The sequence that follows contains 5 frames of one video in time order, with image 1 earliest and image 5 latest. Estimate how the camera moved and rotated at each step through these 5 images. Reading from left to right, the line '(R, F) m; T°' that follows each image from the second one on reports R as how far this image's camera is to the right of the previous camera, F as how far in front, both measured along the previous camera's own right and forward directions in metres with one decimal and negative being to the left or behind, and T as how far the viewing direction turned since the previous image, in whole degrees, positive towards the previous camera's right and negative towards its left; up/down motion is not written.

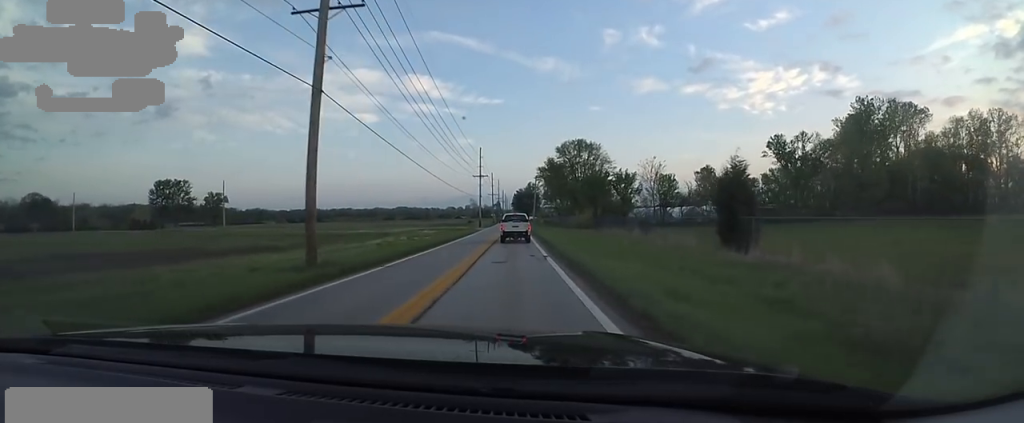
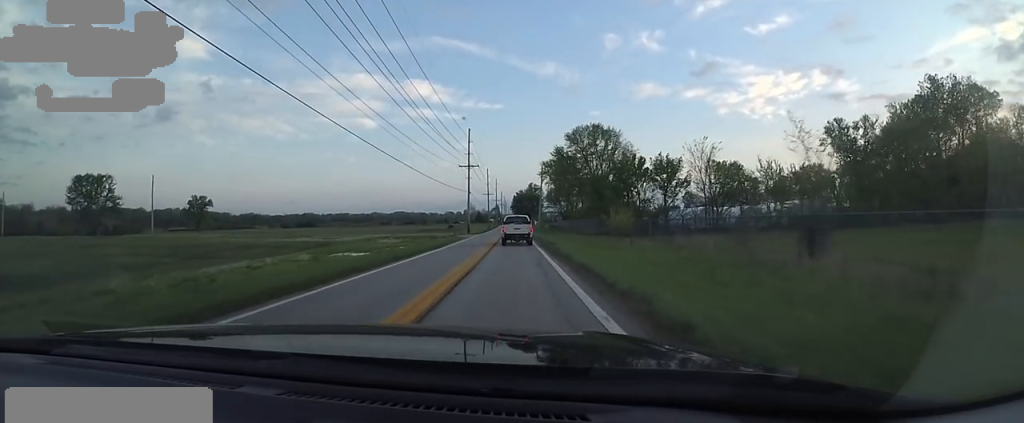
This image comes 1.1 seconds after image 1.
(+0.1, +21.9) m; -1°
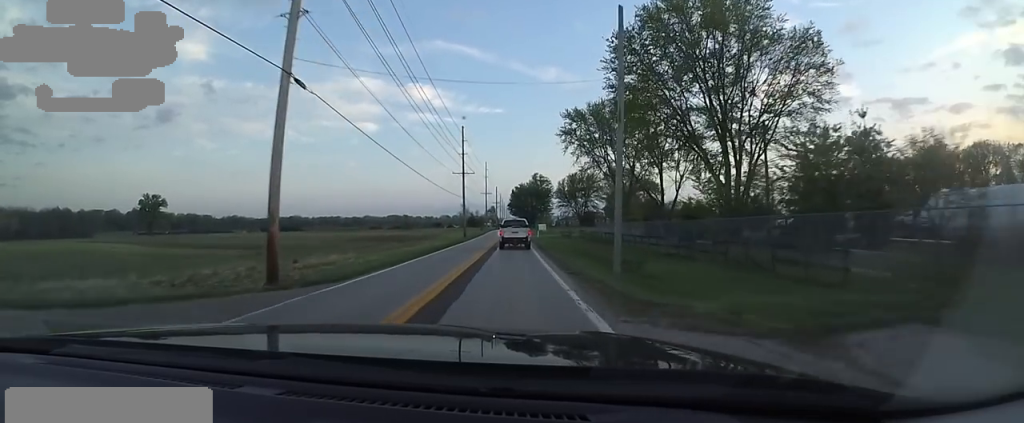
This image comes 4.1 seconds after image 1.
(-1.1, +56.4) m; -3°
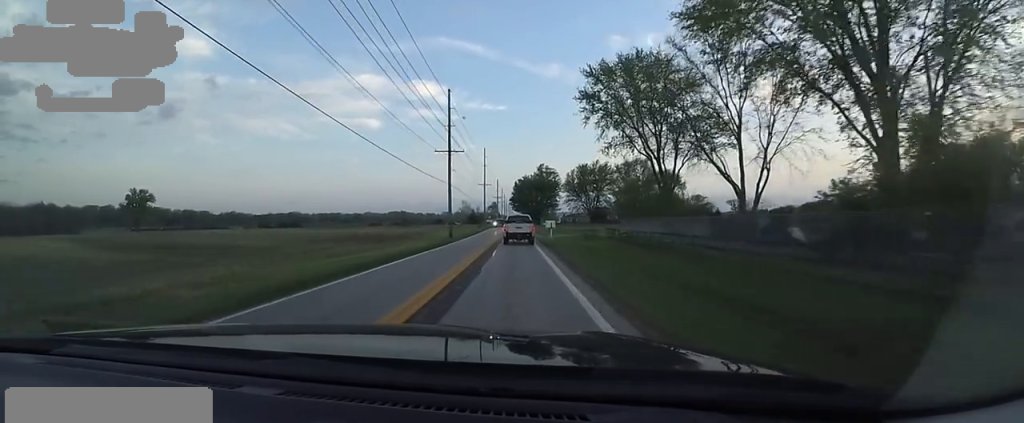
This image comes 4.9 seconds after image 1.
(-0.1, +16.9) m; +2°
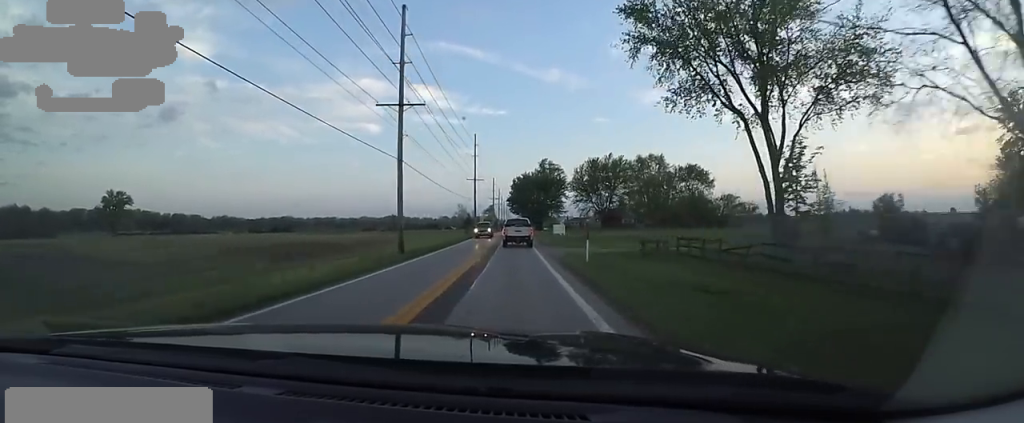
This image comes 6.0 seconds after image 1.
(+0.8, +20.6) m; +2°
